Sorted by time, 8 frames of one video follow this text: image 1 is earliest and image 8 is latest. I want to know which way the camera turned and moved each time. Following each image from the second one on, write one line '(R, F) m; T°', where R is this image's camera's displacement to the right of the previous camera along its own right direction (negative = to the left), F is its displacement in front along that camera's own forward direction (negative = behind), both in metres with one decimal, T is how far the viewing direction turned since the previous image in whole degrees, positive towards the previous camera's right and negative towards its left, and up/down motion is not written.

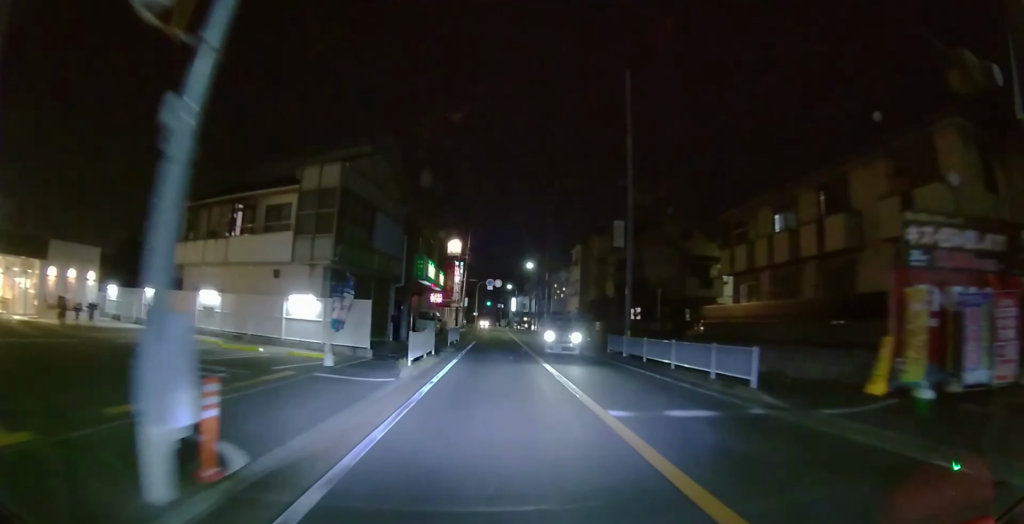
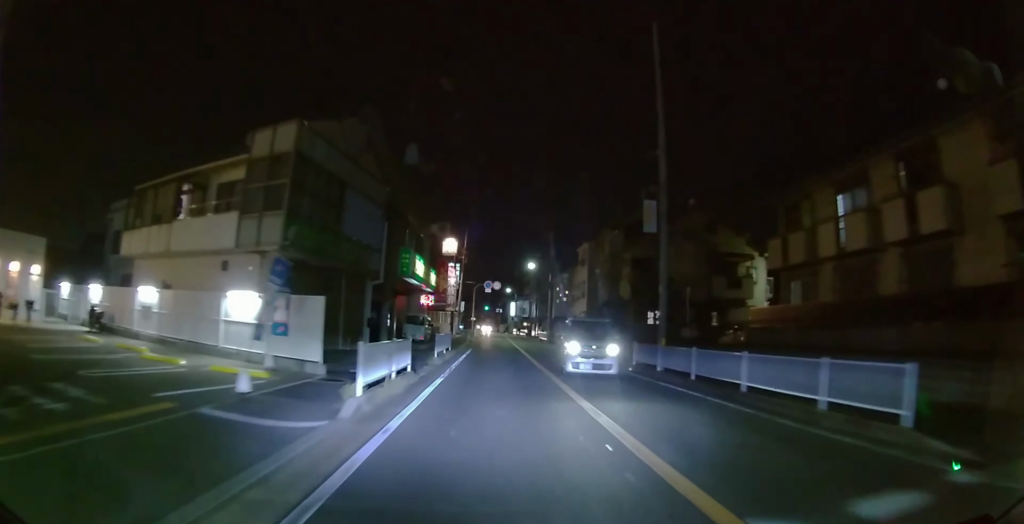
(0.0, +5.1) m; +1°
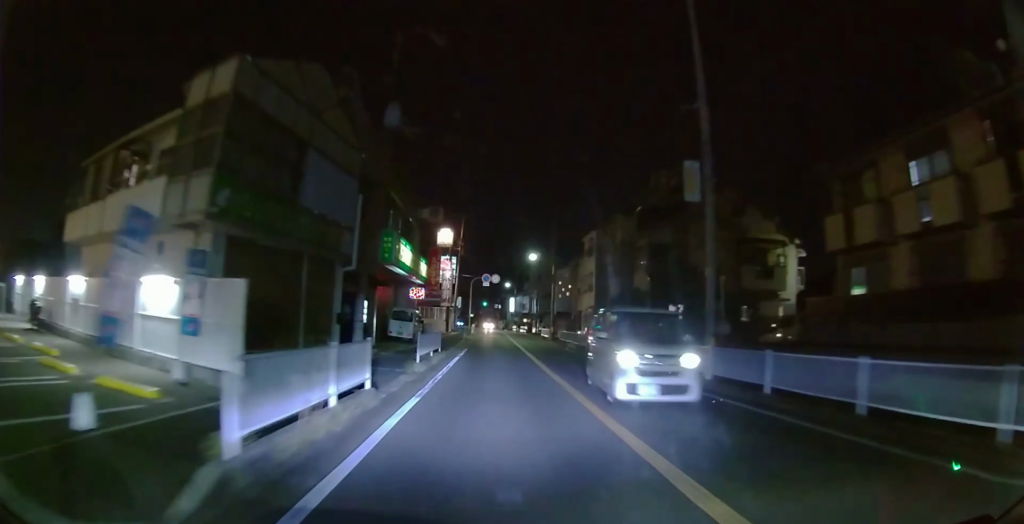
(-0.1, +4.8) m; +1°
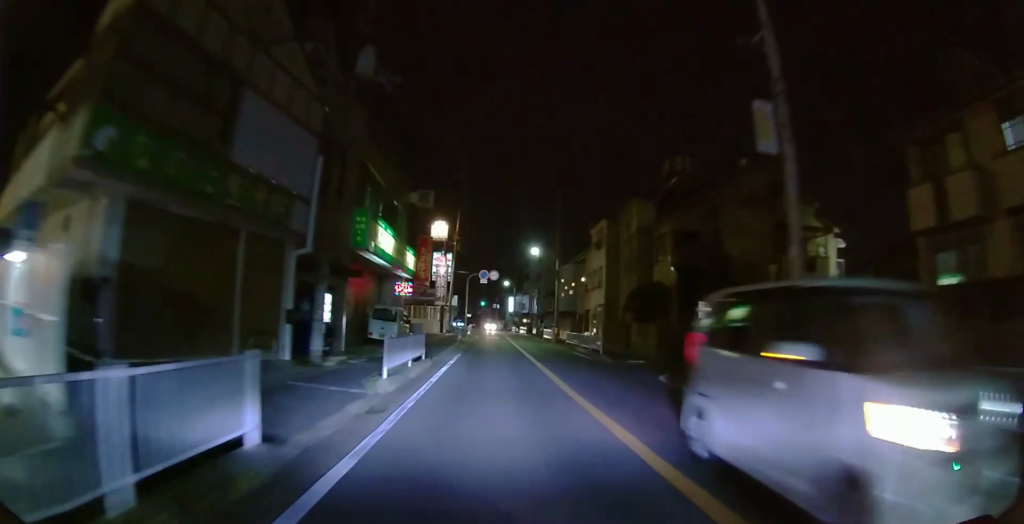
(+0.1, +4.7) m; +1°
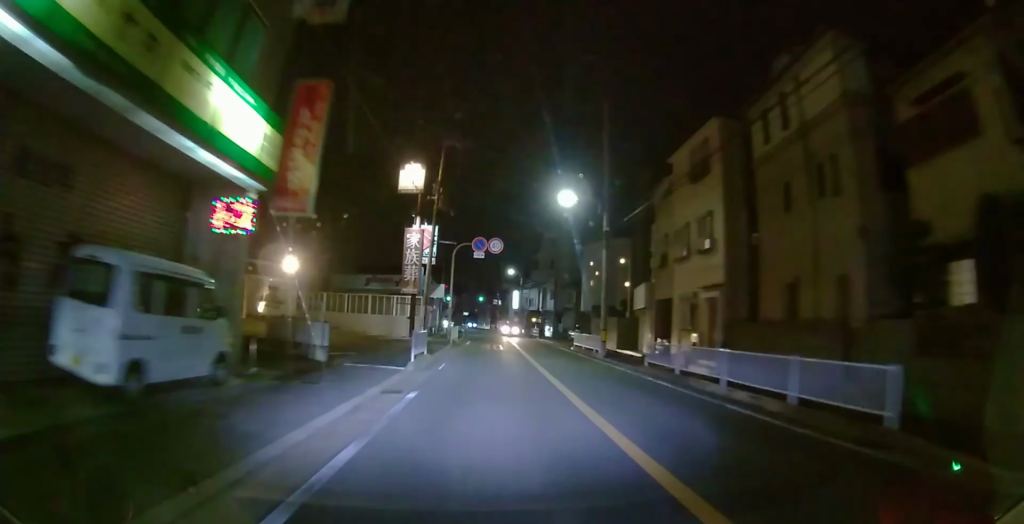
(+0.1, +20.4) m; -1°
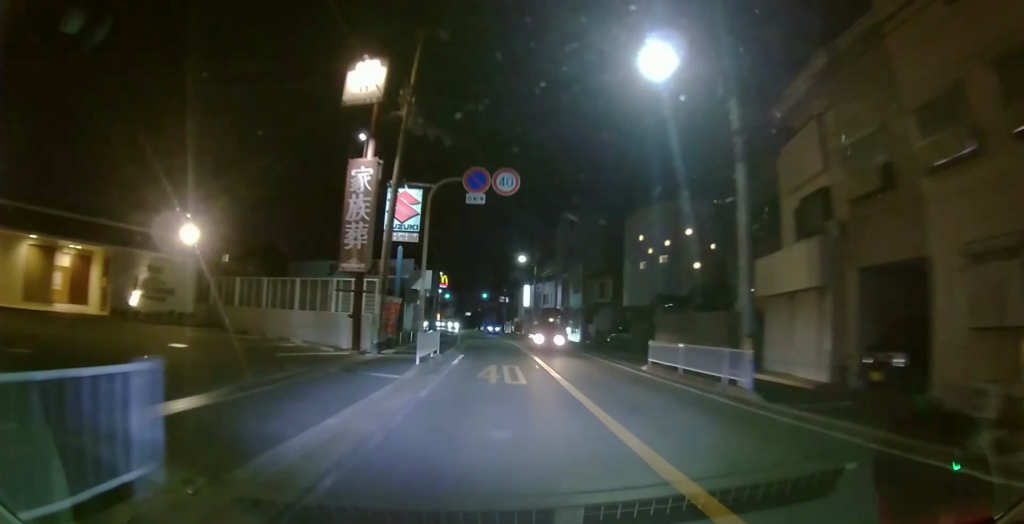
(0.0, +14.7) m; 0°
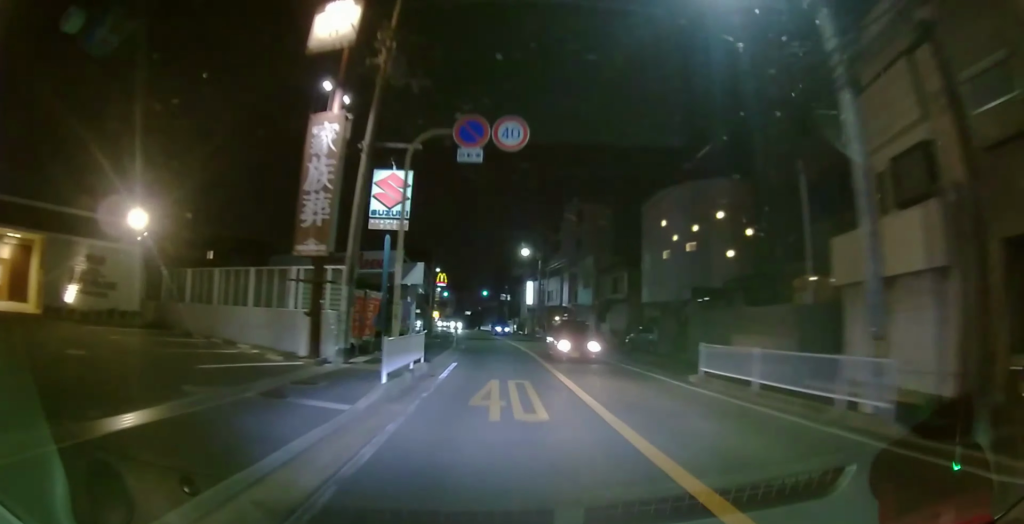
(-0.1, +4.3) m; 0°
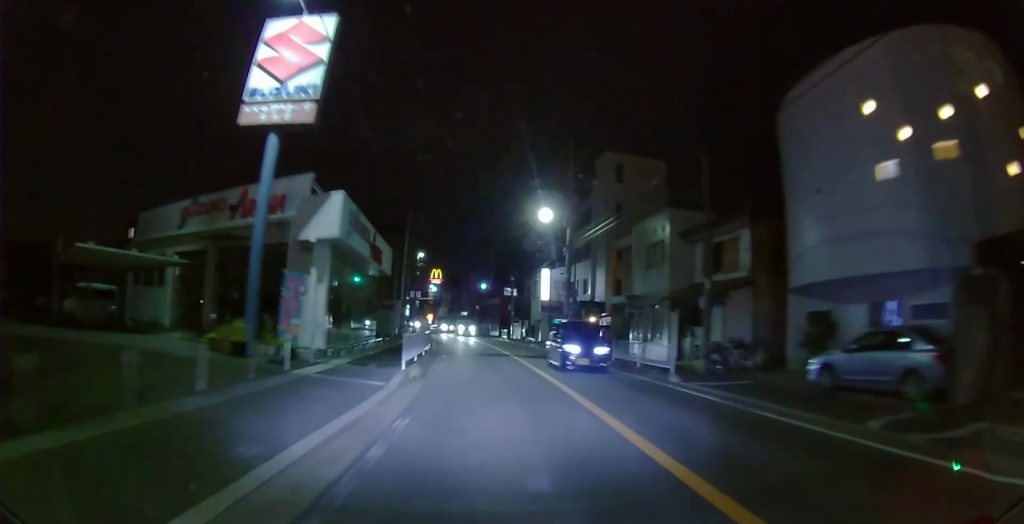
(+0.1, +17.6) m; +1°
